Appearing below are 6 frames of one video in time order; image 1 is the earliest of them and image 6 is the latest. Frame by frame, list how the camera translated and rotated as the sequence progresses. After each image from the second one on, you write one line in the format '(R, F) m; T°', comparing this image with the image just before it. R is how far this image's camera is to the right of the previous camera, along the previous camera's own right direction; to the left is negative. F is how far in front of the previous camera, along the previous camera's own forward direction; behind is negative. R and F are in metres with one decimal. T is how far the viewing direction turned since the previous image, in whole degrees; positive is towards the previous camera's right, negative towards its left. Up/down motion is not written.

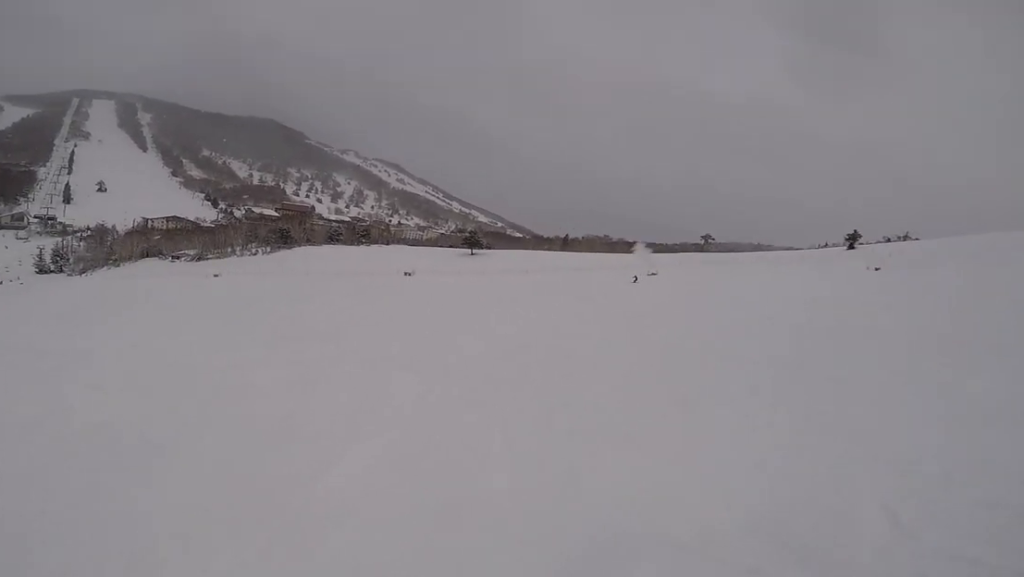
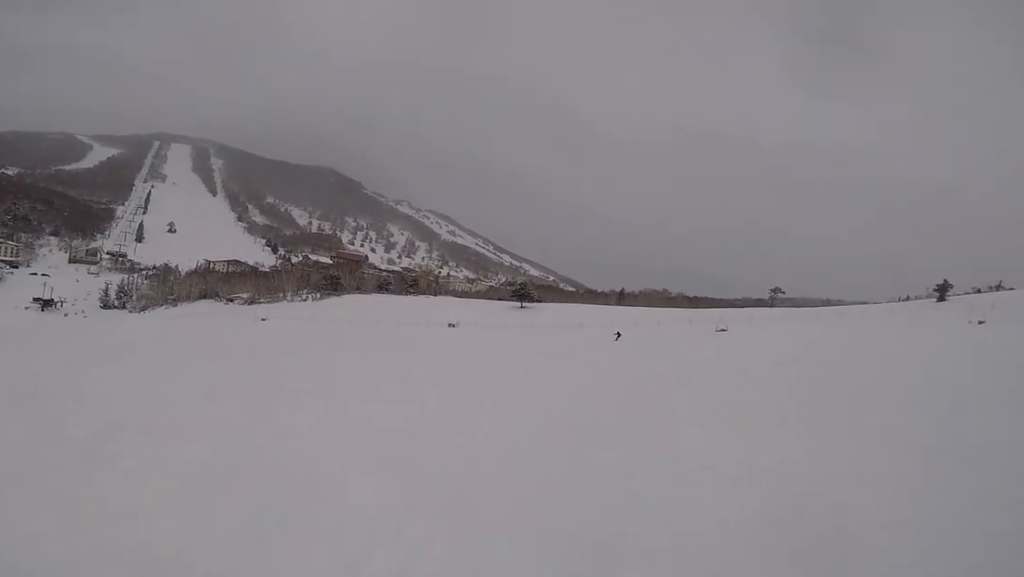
(+0.2, +4.6) m; -1°
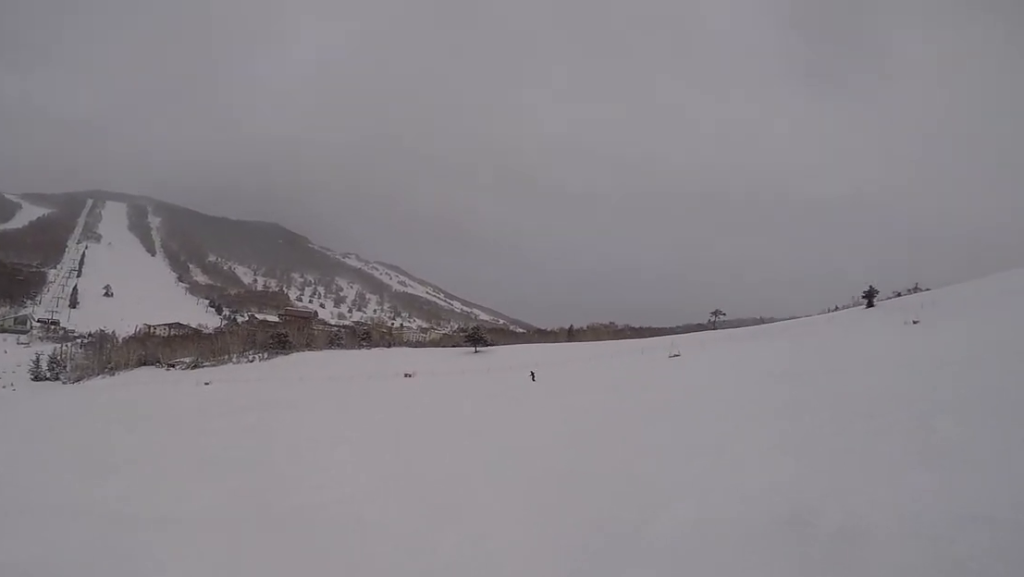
(-0.1, +2.5) m; -6°
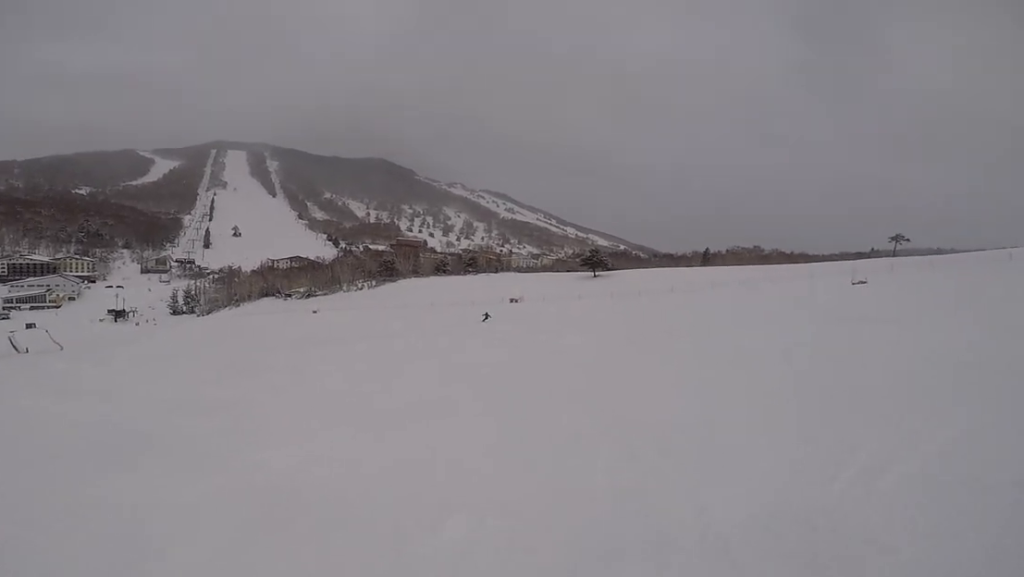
(-1.7, +8.2) m; -30°
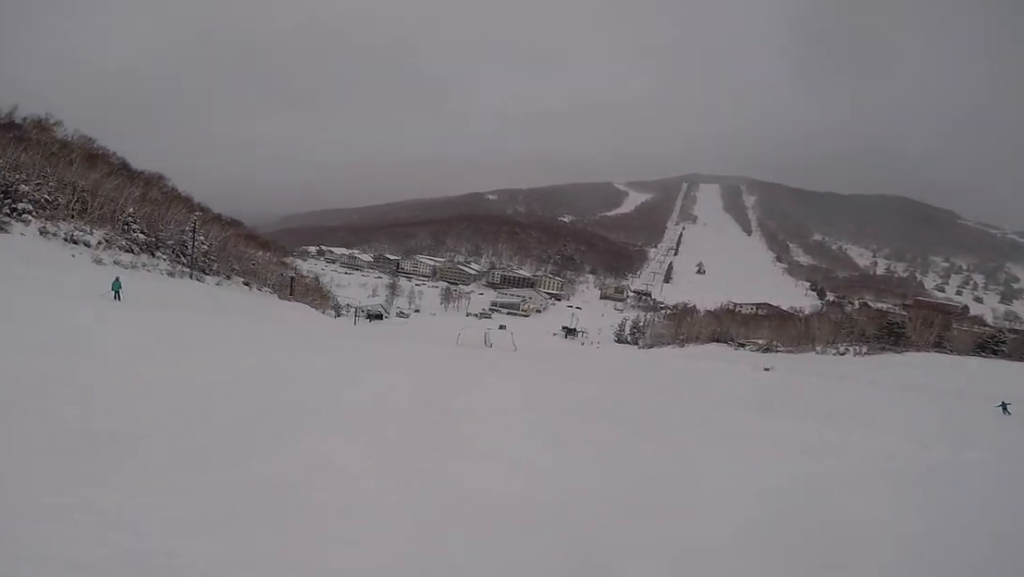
(-2.3, +7.4) m; -31°
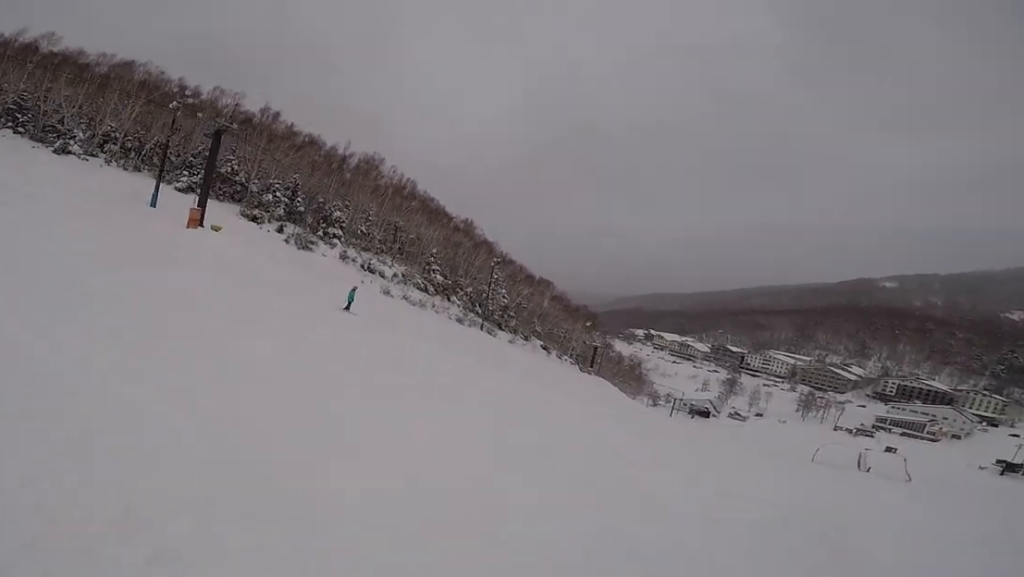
(-5.6, +12.1) m; -55°
